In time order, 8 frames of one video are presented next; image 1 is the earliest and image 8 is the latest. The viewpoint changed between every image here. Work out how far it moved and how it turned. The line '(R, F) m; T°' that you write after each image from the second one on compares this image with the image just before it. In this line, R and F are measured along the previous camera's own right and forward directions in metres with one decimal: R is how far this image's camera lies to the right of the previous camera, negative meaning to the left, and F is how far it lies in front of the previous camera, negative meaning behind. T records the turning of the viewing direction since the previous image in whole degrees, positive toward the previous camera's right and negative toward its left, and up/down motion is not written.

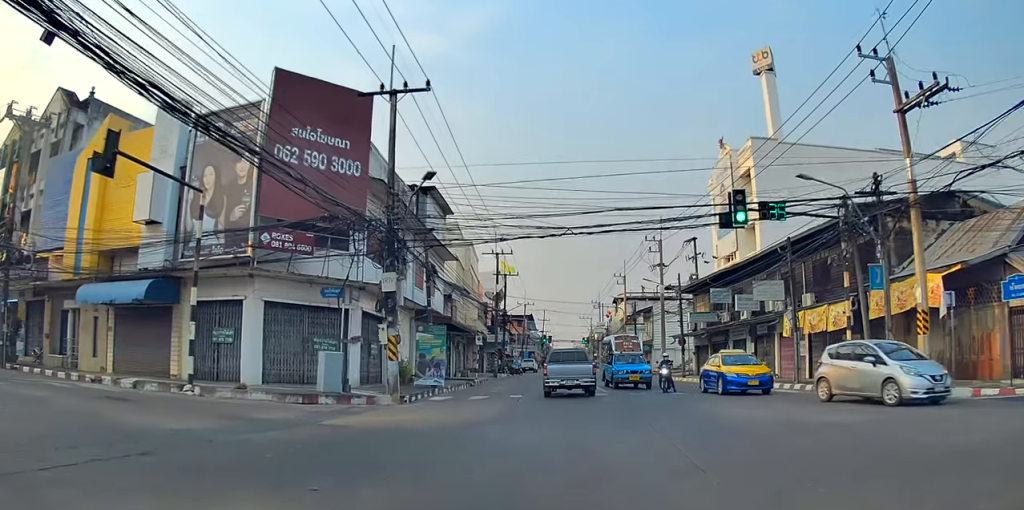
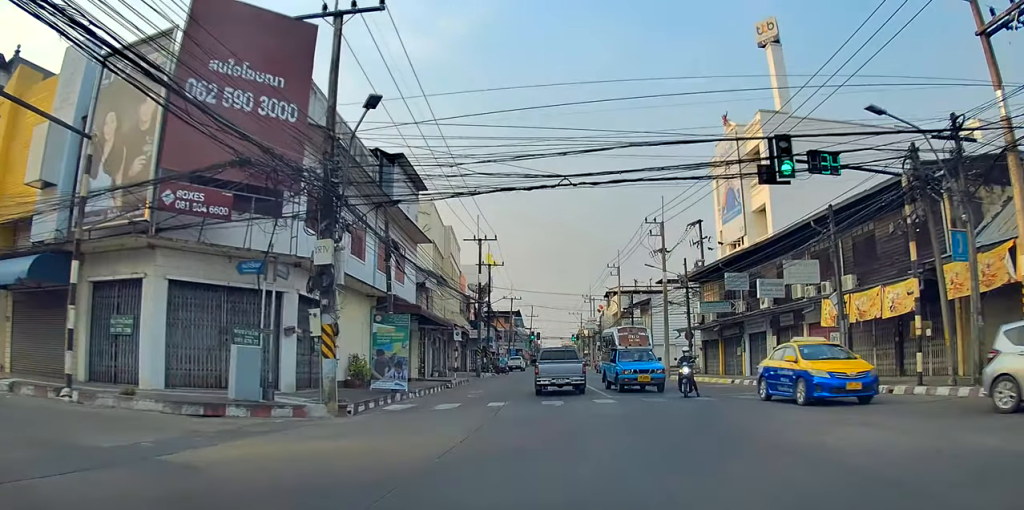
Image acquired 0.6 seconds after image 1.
(-0.5, +5.3) m; 0°
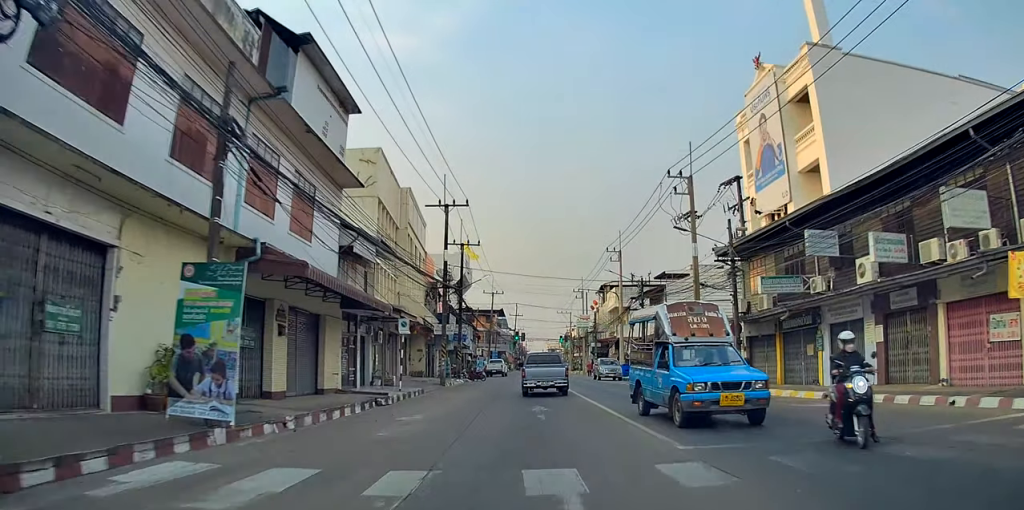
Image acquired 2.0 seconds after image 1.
(+0.7, +12.1) m; +5°
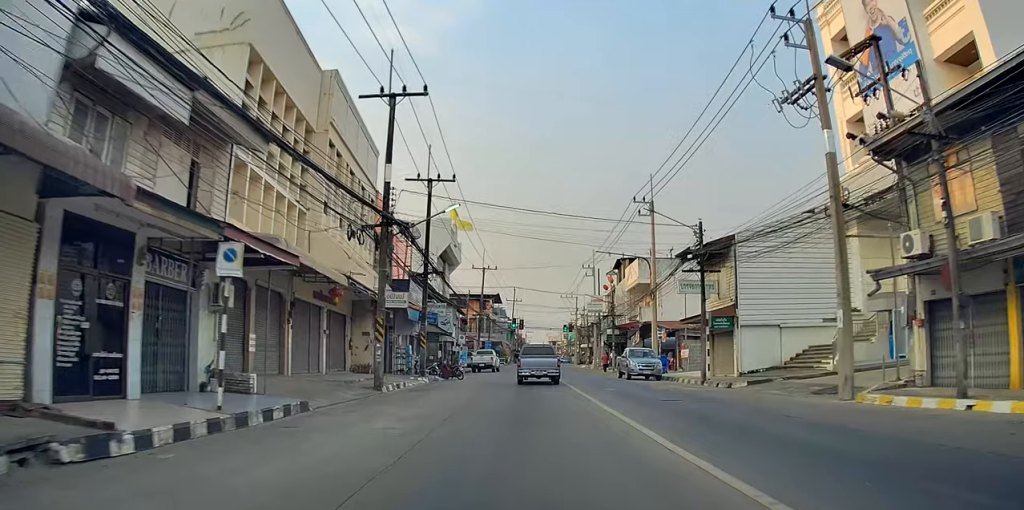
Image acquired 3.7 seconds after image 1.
(+0.1, +15.8) m; 0°
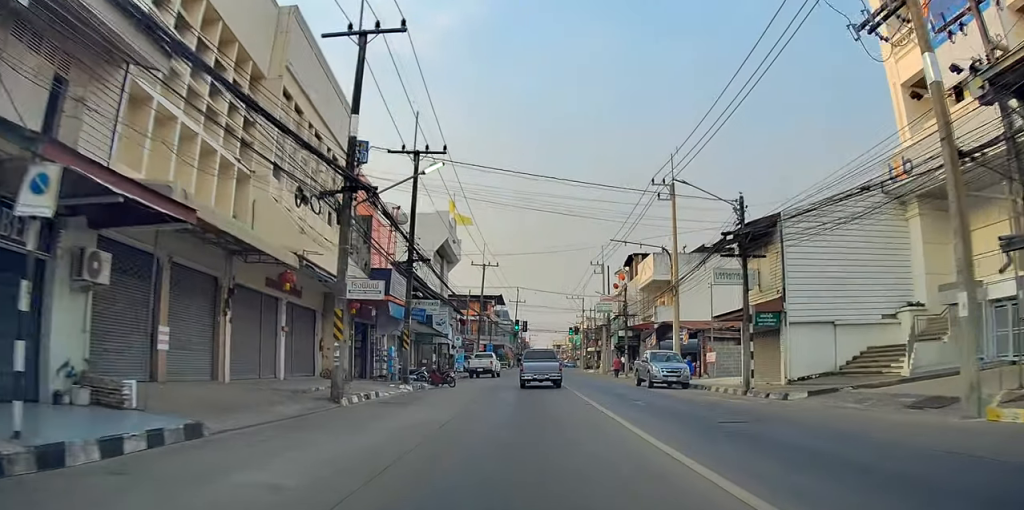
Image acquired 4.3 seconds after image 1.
(0.0, +5.1) m; 0°
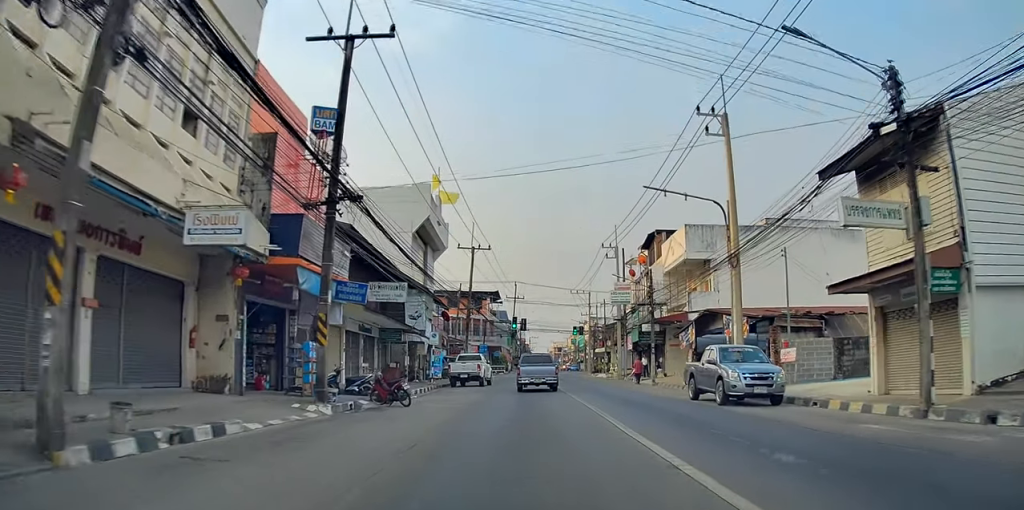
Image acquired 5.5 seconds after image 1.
(-0.1, +11.0) m; -1°
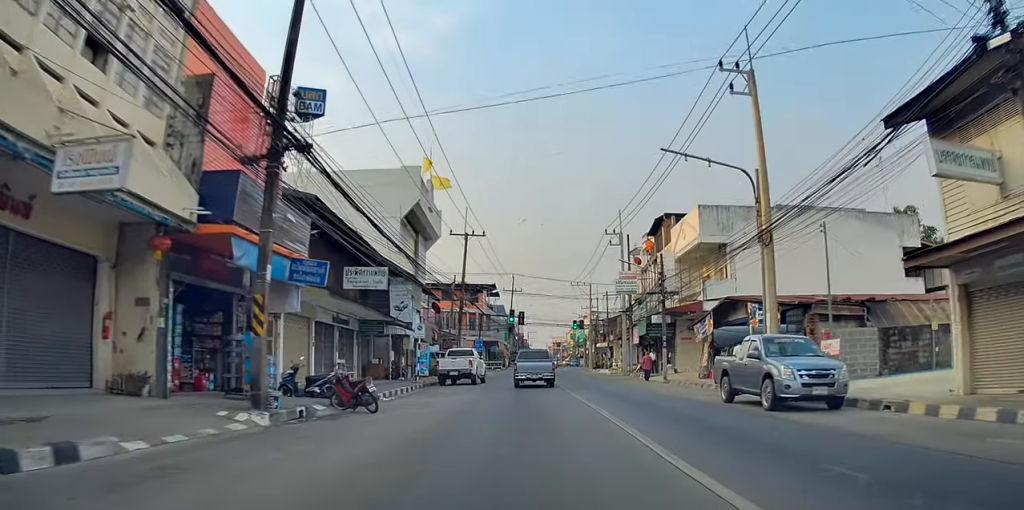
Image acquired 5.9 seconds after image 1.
(0.0, +3.8) m; 0°
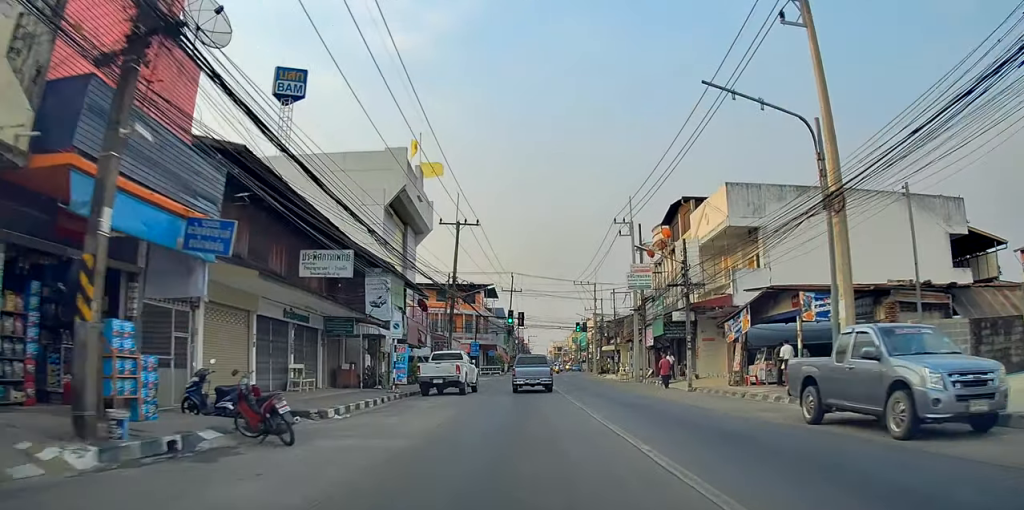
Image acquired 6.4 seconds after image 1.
(0.0, +5.5) m; 0°
